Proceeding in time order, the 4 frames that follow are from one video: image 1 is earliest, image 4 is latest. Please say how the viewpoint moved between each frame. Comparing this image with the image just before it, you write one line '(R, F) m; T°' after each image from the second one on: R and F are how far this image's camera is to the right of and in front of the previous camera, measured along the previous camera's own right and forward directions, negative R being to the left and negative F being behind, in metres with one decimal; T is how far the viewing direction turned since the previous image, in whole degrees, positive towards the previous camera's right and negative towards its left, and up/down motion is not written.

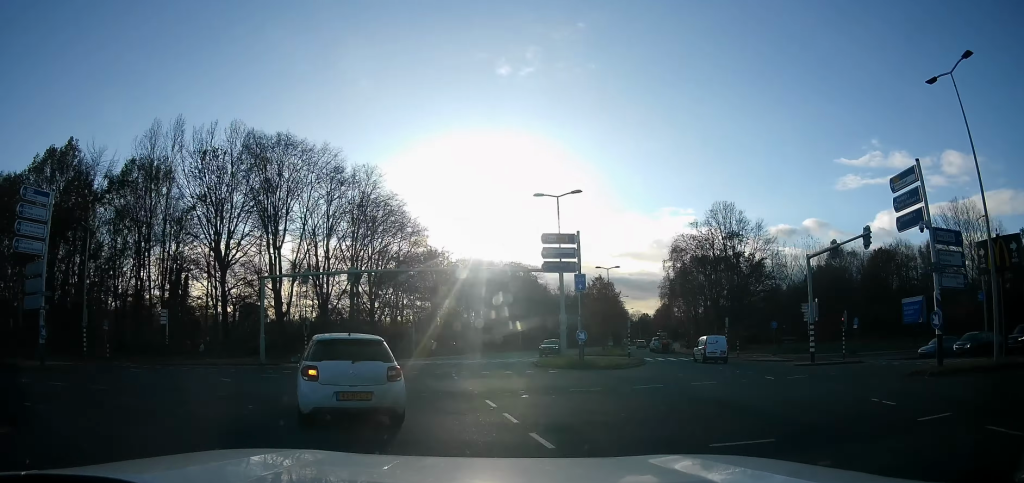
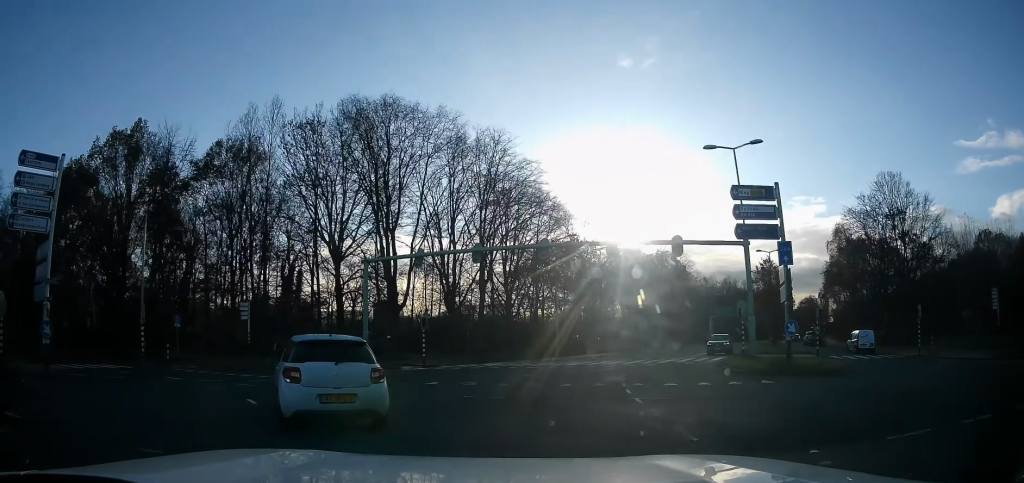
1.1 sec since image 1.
(-0.4, +7.4) m; -12°
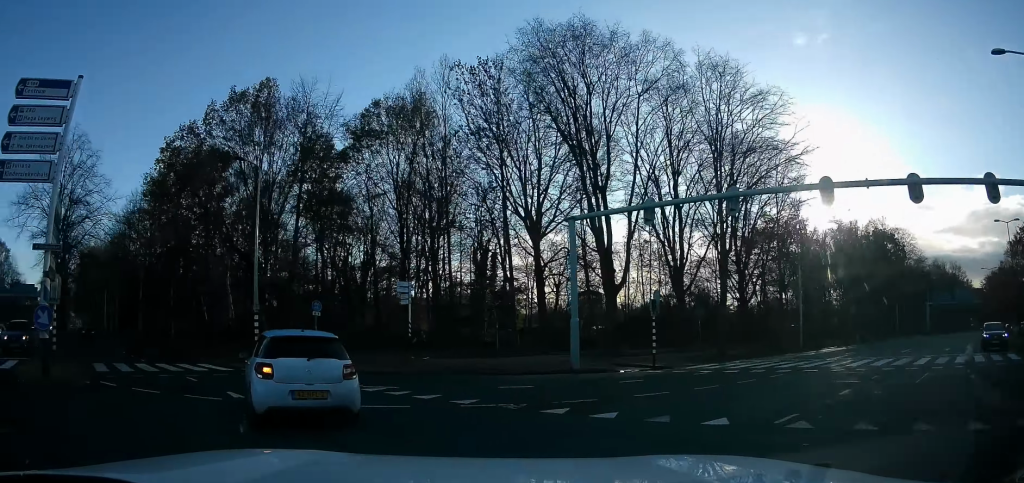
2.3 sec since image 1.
(-1.6, +8.7) m; -20°
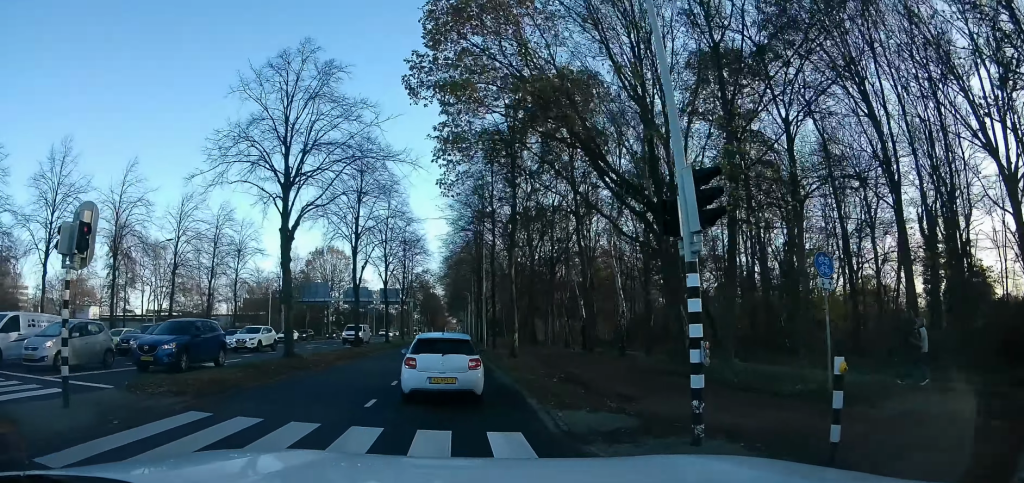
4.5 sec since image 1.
(-6.1, +16.1) m; -50°
